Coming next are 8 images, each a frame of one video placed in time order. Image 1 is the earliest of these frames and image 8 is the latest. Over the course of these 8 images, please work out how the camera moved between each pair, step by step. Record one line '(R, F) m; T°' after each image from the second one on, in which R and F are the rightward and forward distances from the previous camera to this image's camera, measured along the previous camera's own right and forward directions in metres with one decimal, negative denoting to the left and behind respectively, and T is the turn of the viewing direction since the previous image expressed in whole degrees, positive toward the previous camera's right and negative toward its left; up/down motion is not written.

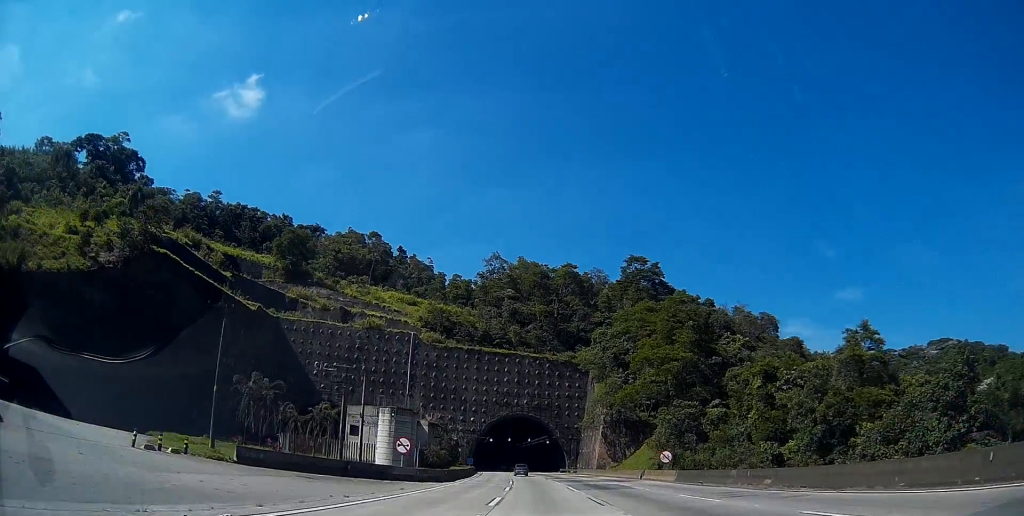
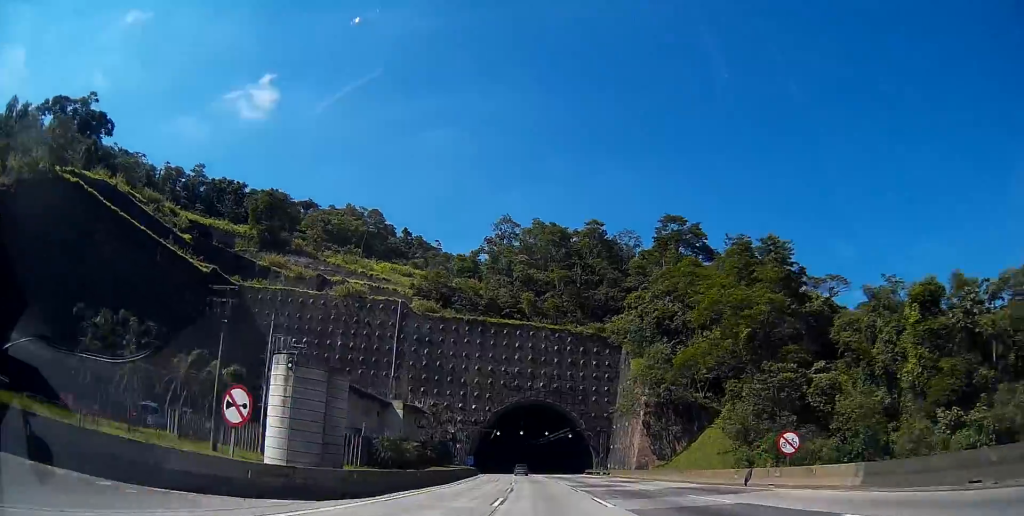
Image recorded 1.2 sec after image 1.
(-0.2, +25.7) m; -3°
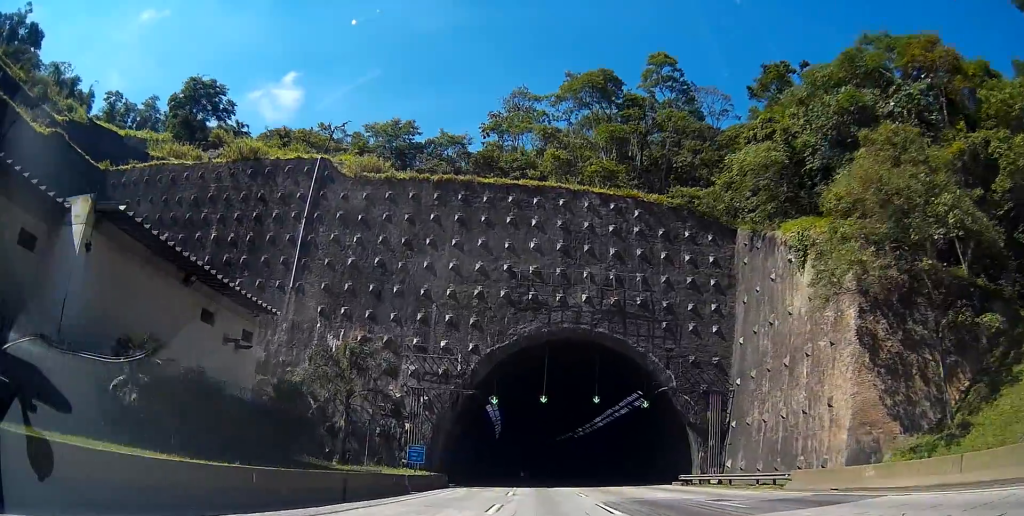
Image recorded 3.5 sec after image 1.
(-2.0, +49.4) m; -2°
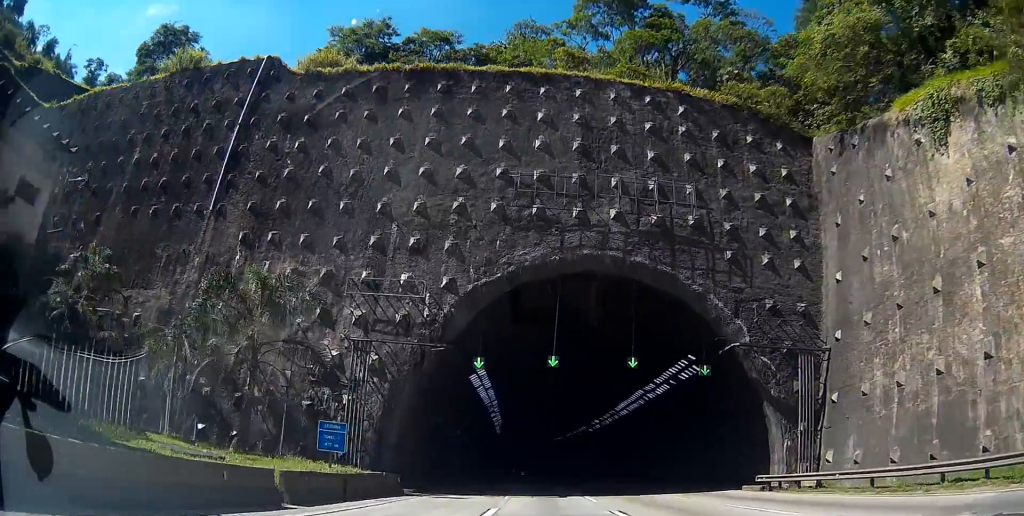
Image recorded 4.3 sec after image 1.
(+0.2, +15.2) m; -1°
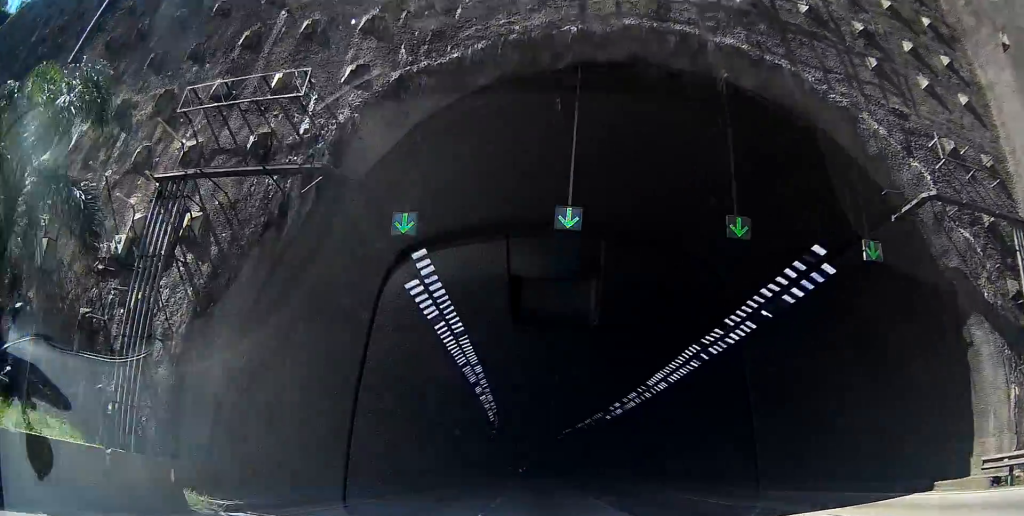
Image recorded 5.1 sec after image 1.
(-0.4, +16.5) m; -2°
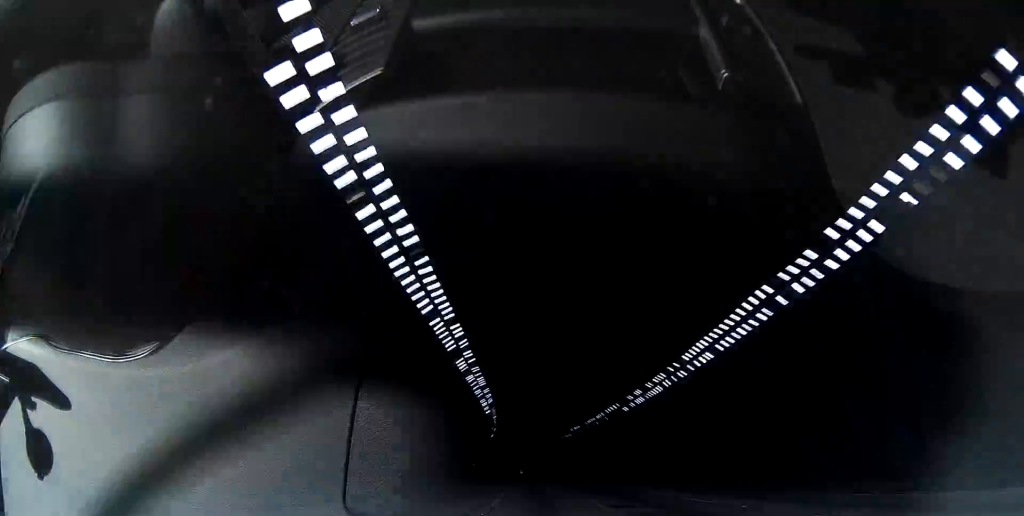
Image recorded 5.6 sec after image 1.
(-0.1, +10.3) m; -1°
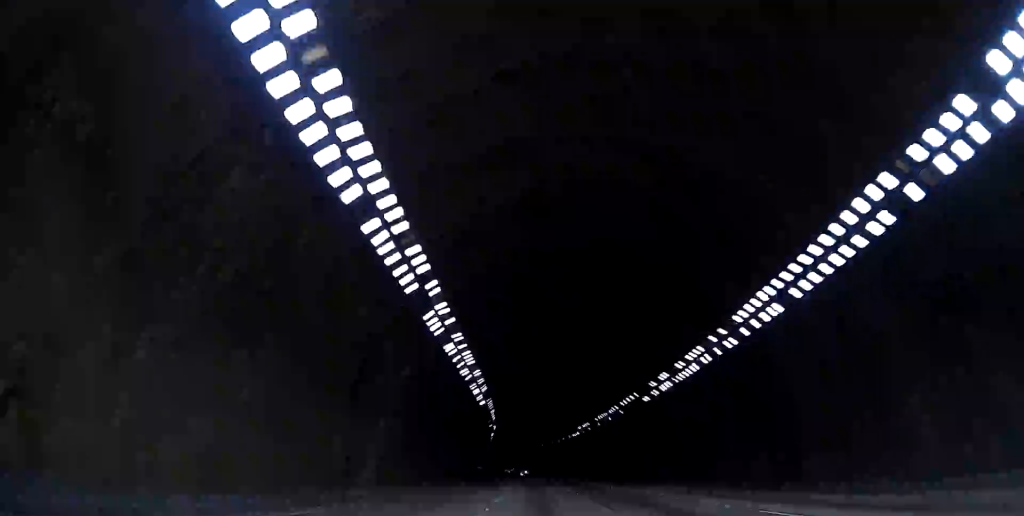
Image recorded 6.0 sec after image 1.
(-0.2, +8.9) m; 0°
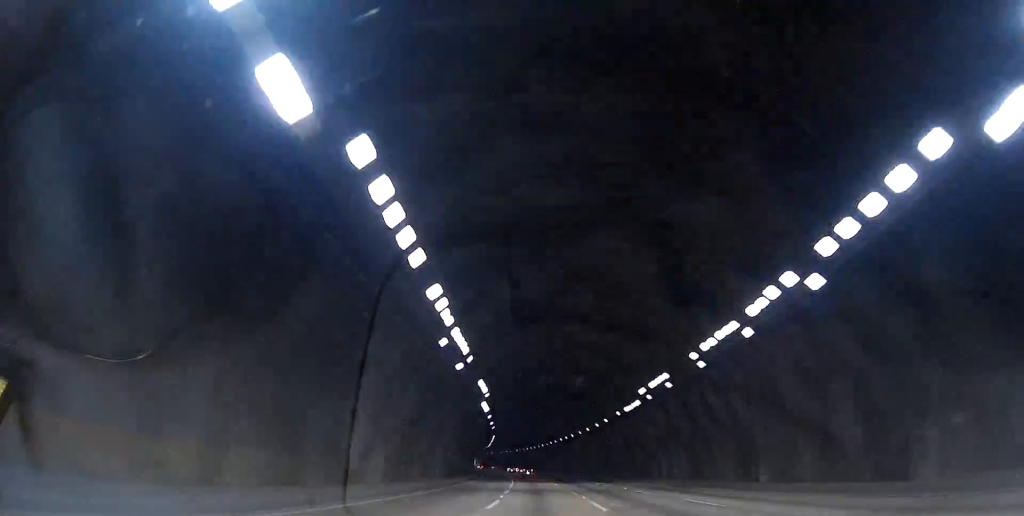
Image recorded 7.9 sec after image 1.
(+0.4, +38.8) m; 0°
